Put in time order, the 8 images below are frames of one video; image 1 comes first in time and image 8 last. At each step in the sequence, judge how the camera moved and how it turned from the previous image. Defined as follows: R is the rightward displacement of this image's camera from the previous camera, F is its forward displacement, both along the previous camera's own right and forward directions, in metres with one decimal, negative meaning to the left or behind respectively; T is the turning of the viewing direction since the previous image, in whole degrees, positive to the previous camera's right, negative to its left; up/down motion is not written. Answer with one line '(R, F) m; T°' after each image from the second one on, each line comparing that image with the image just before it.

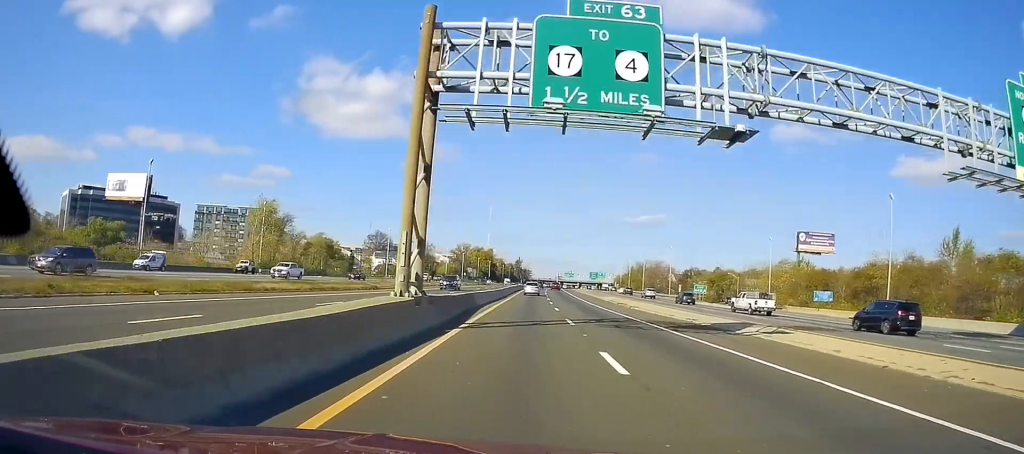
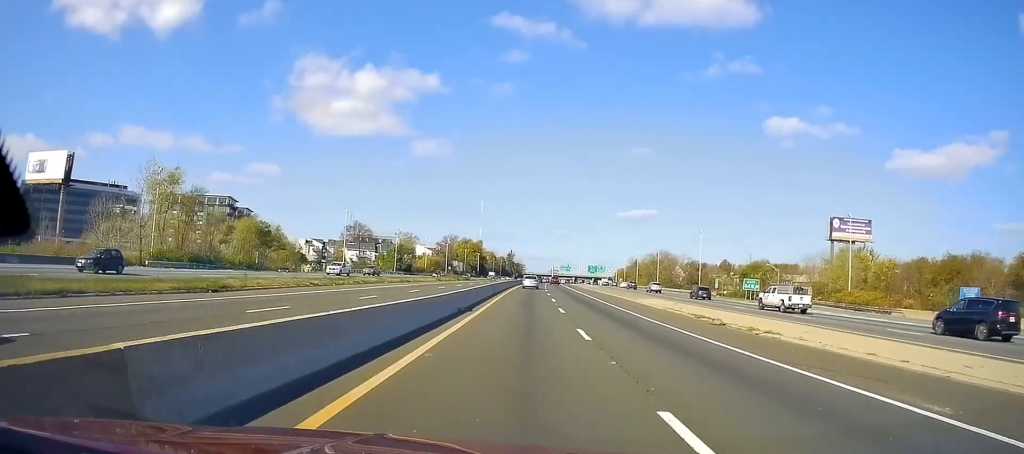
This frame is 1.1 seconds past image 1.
(+0.5, +30.8) m; +1°
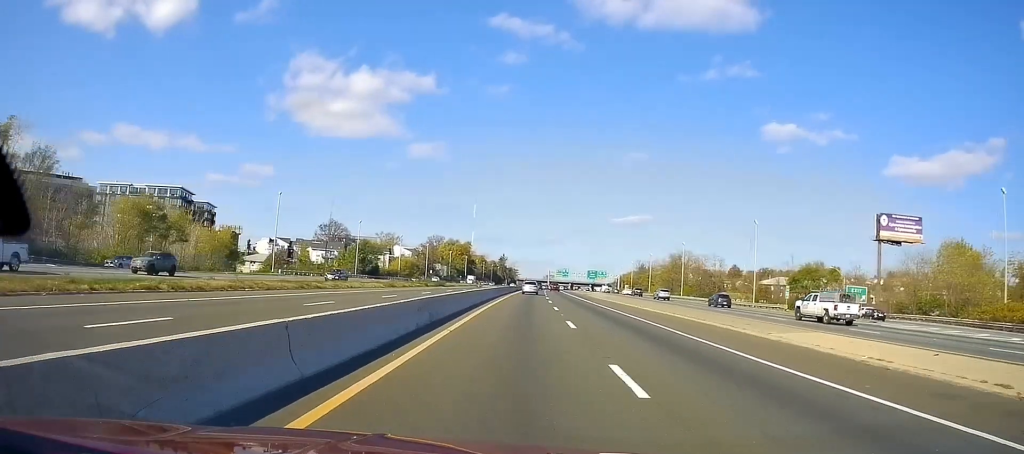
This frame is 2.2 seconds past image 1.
(-0.3, +31.6) m; 0°
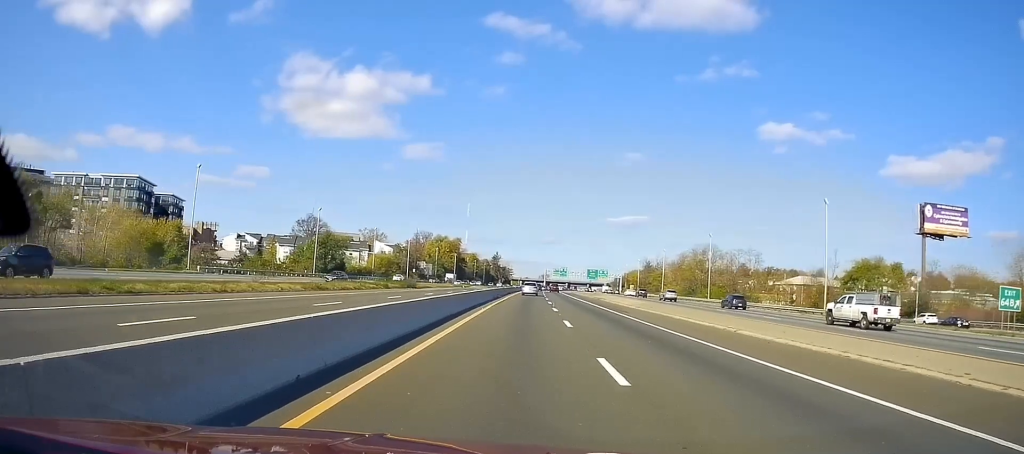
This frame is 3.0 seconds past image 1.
(+0.2, +23.3) m; +1°
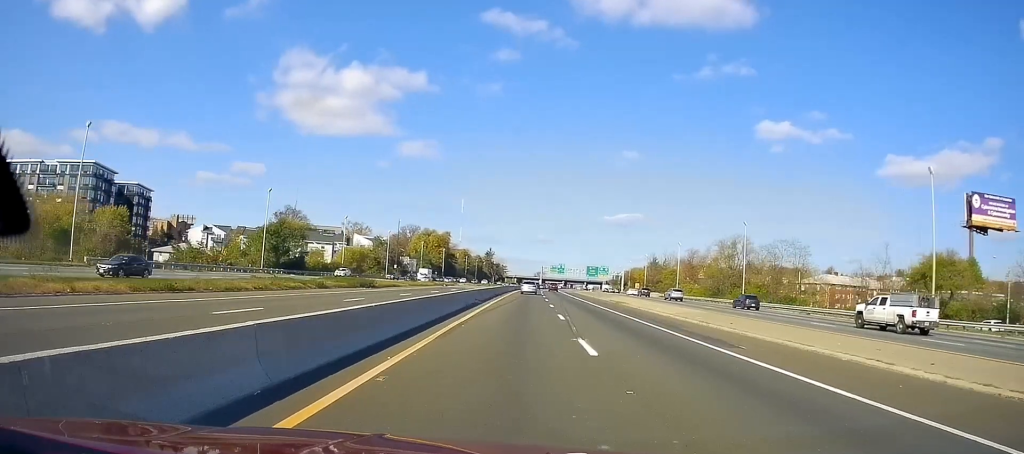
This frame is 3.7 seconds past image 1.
(+0.2, +20.3) m; +1°
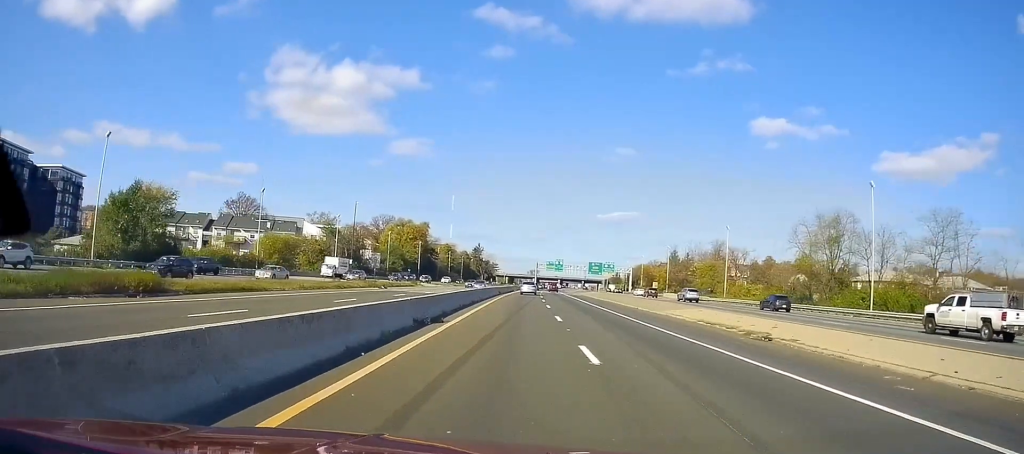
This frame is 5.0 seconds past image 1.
(+0.4, +37.6) m; +1°
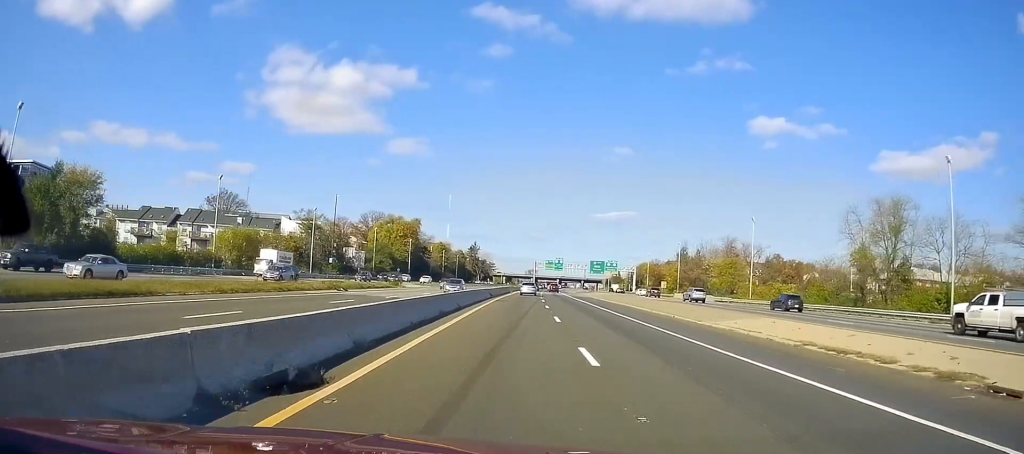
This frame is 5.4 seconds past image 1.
(0.0, +12.5) m; 0°
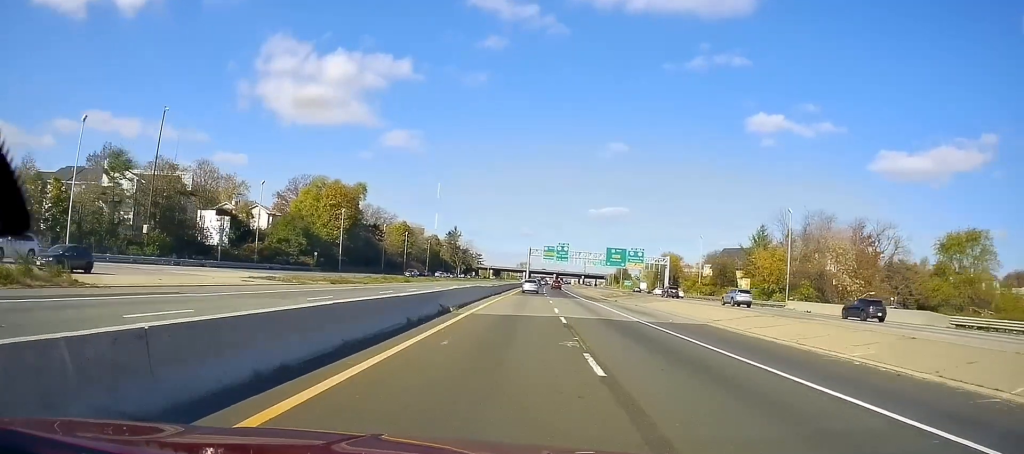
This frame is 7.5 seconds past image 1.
(-0.1, +61.7) m; 0°
